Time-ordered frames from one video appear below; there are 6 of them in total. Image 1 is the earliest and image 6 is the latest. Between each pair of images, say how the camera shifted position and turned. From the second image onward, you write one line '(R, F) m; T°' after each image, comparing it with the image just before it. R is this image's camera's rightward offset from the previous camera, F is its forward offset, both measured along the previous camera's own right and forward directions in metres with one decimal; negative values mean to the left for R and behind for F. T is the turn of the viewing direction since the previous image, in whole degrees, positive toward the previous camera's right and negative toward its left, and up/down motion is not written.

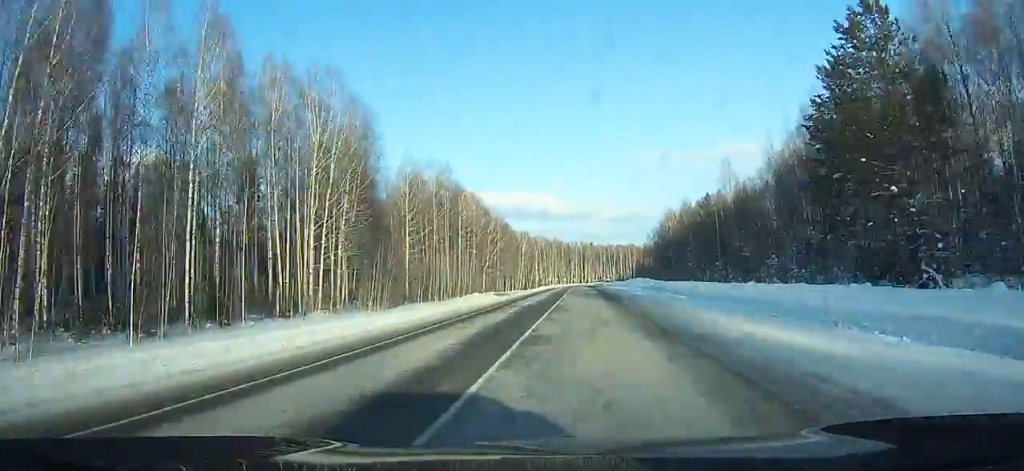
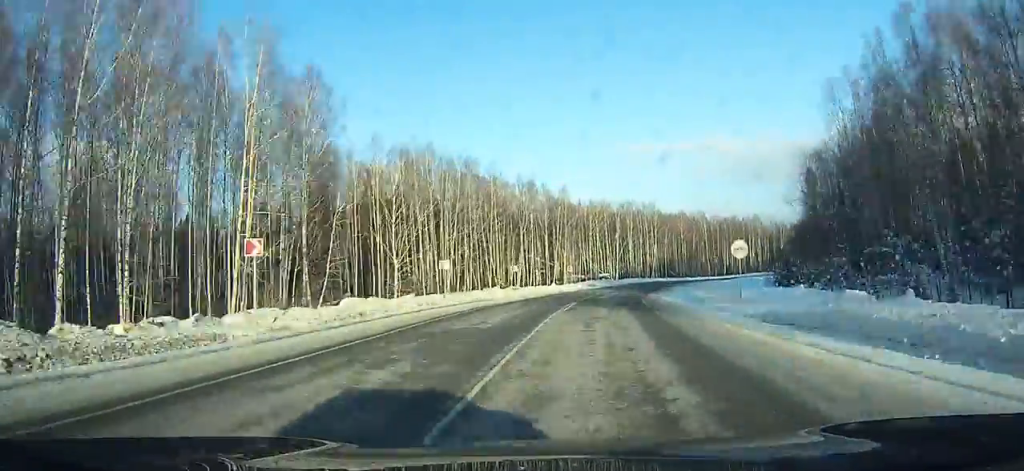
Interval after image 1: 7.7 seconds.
(+1.9, +171.3) m; +7°
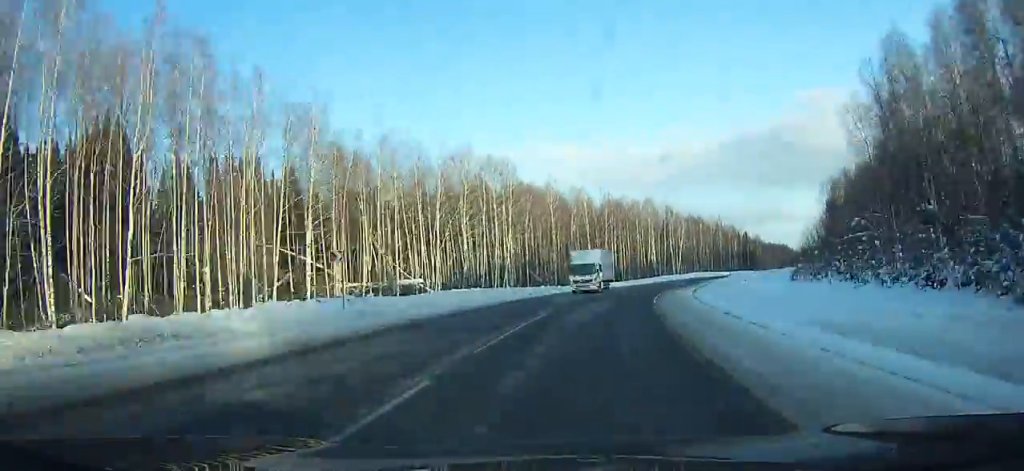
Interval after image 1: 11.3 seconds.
(+7.8, +71.9) m; +13°
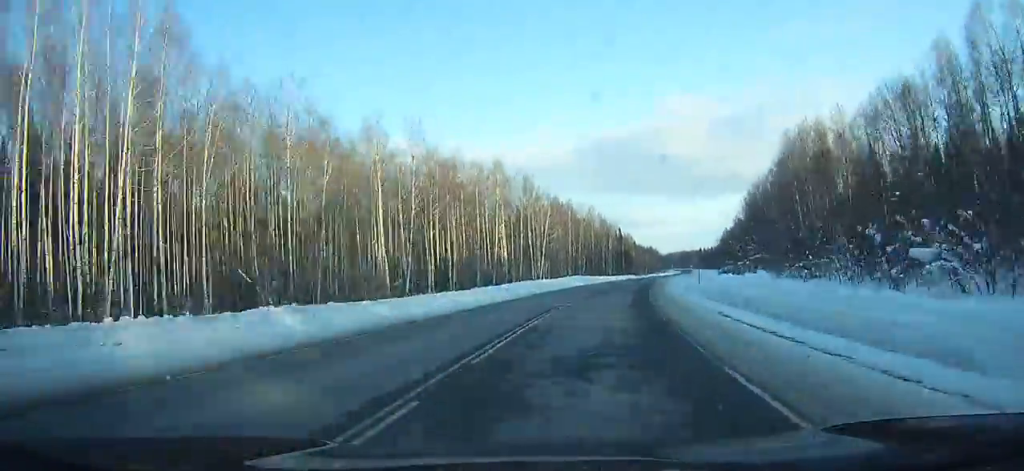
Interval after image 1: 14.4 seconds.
(+6.8, +61.3) m; +11°
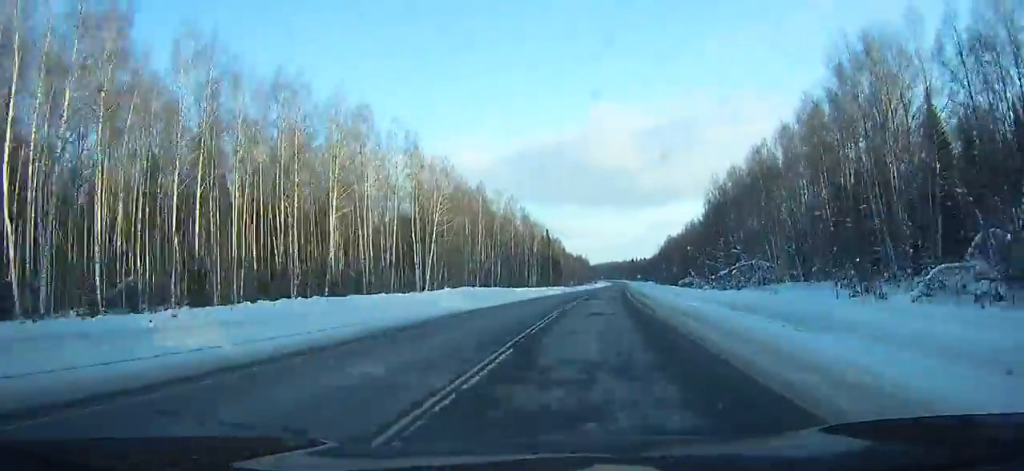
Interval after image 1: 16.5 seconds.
(+2.1, +42.6) m; +6°
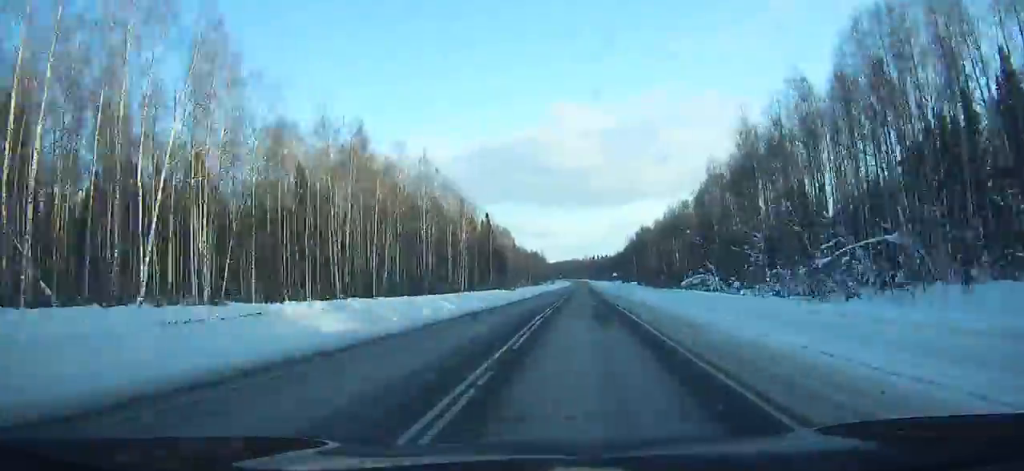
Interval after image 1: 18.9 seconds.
(+3.1, +50.3) m; +4°
